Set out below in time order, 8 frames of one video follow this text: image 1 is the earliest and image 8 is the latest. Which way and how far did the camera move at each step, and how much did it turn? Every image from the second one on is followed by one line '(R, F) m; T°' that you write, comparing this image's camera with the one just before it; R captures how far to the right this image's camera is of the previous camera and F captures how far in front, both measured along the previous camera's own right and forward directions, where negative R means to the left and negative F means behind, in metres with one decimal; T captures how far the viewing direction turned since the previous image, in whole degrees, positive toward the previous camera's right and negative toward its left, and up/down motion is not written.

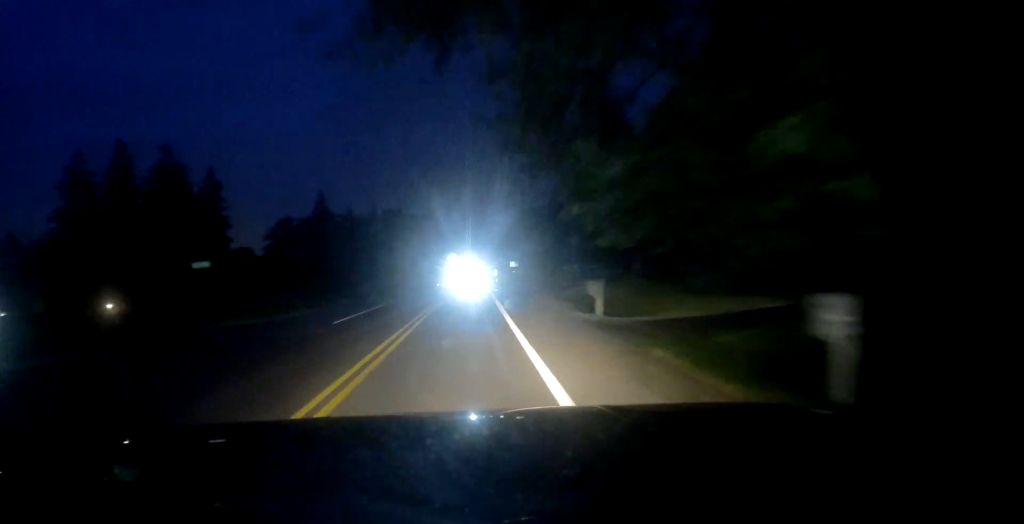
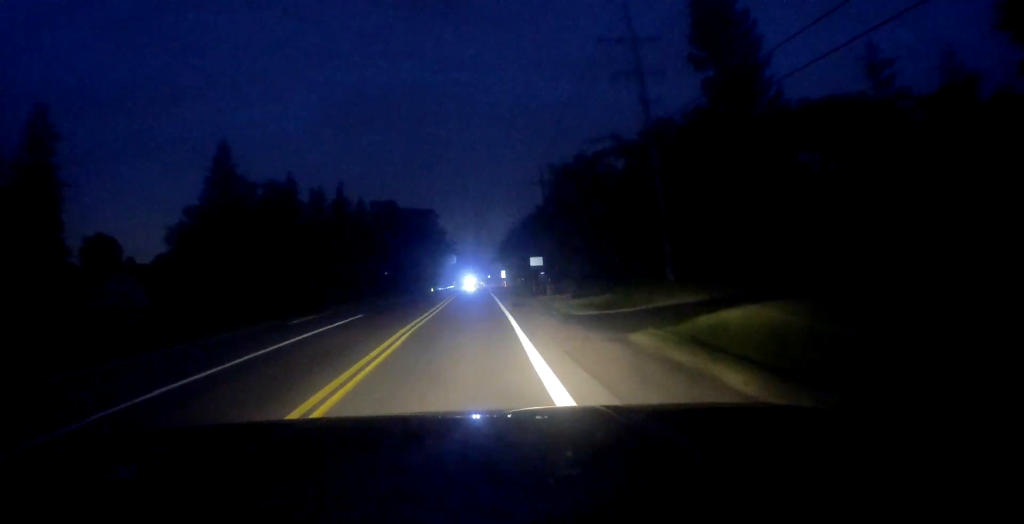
(-0.4, +24.0) m; -1°
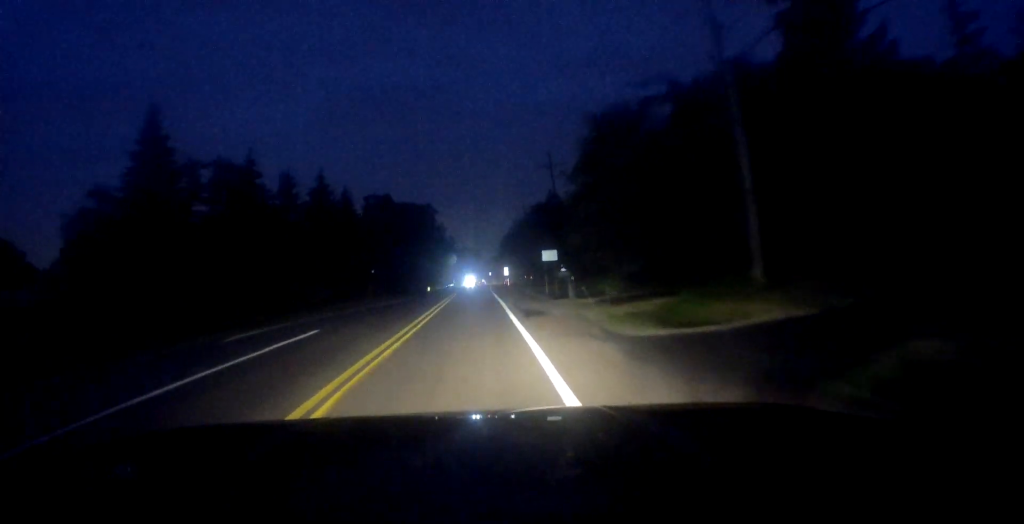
(0.0, +7.2) m; 0°
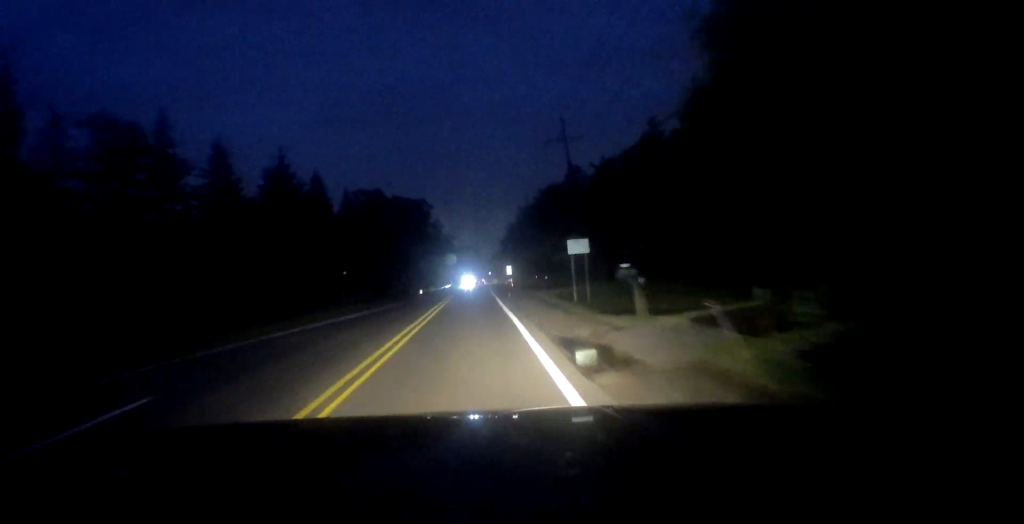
(0.0, +10.0) m; 0°
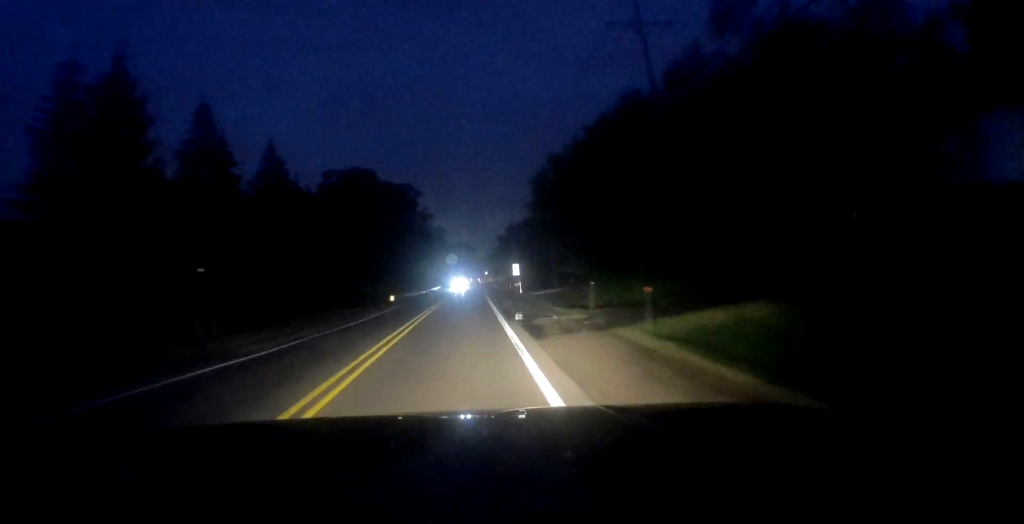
(+0.3, +20.9) m; +2°
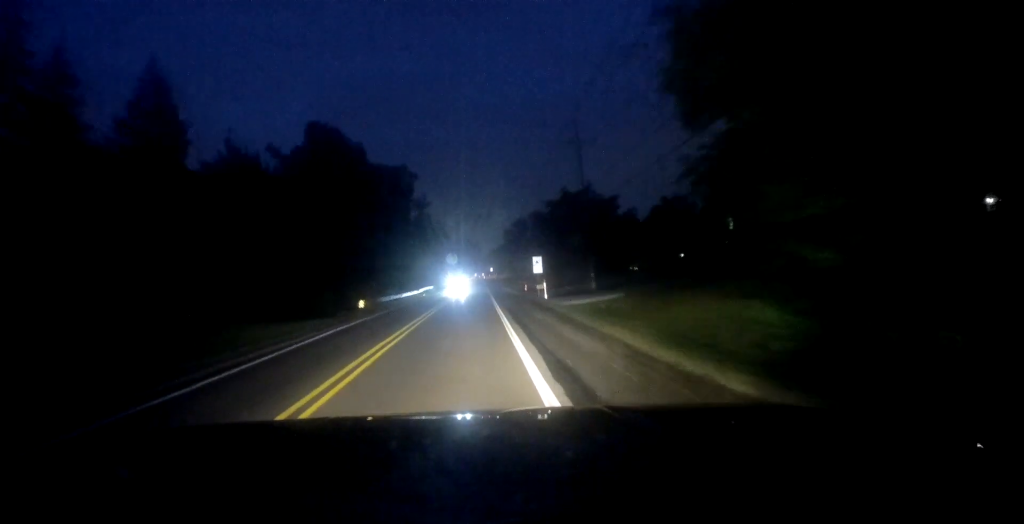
(+0.2, +15.9) m; 0°
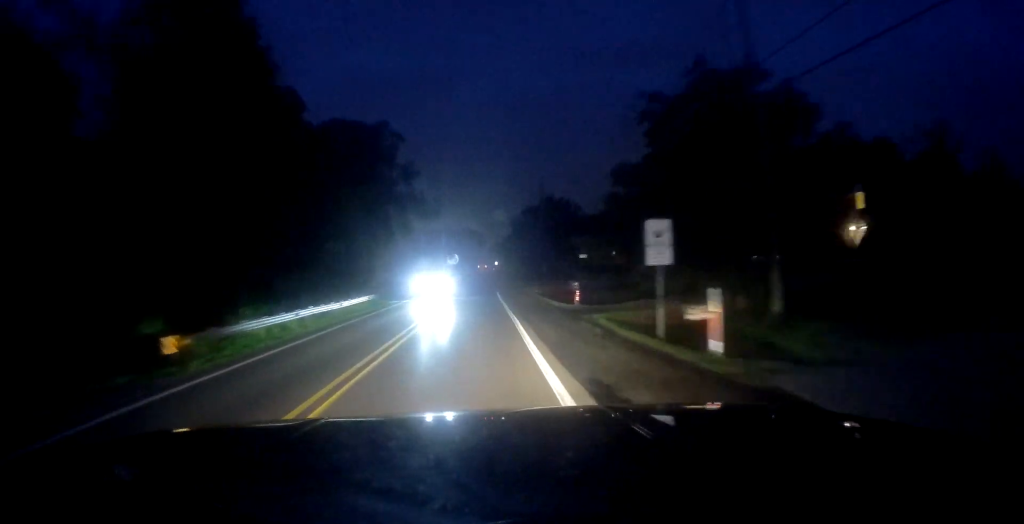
(+0.1, +25.2) m; -1°
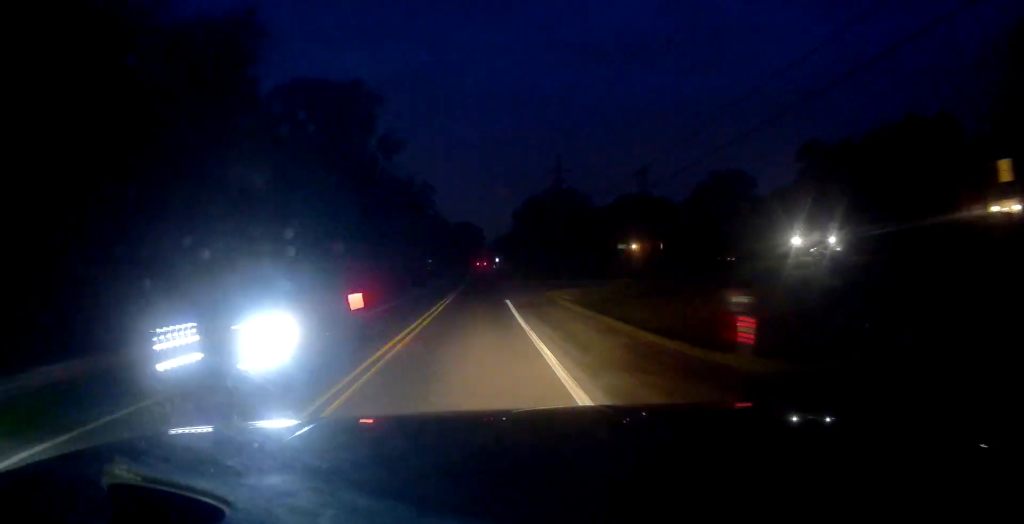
(-0.4, +16.8) m; -2°
